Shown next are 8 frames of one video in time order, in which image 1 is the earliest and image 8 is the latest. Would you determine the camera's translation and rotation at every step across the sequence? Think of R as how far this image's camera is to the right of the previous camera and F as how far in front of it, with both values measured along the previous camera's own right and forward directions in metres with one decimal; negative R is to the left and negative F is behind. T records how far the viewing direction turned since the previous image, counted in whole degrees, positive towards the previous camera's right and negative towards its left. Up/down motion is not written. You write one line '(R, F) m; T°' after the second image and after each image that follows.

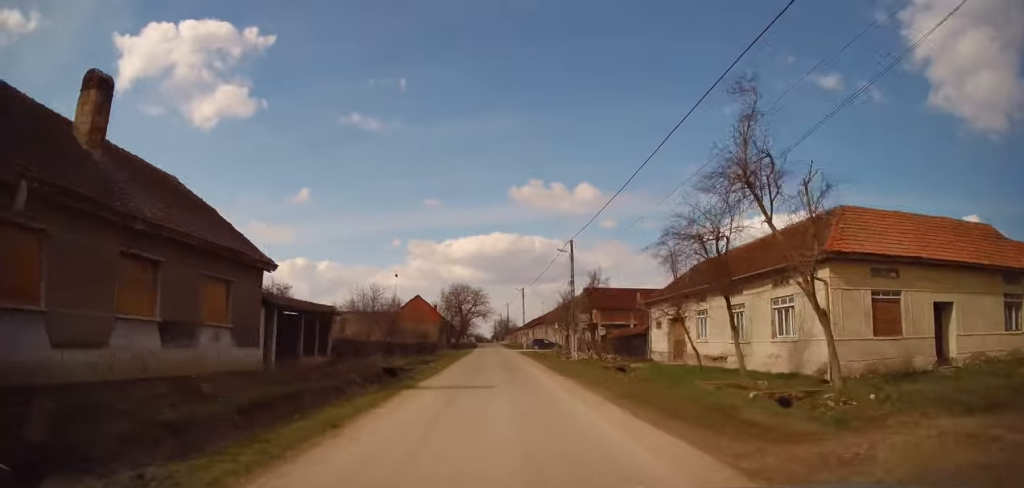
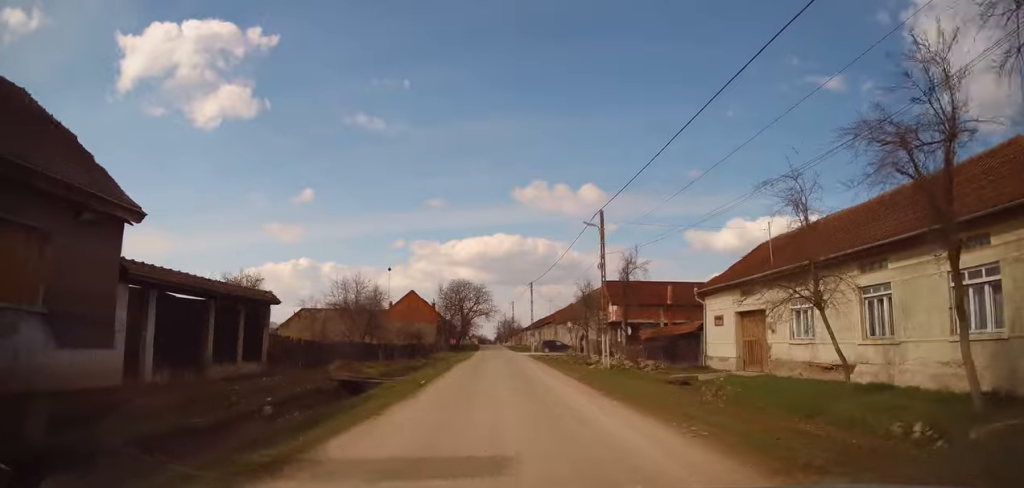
(+0.3, +9.0) m; 0°
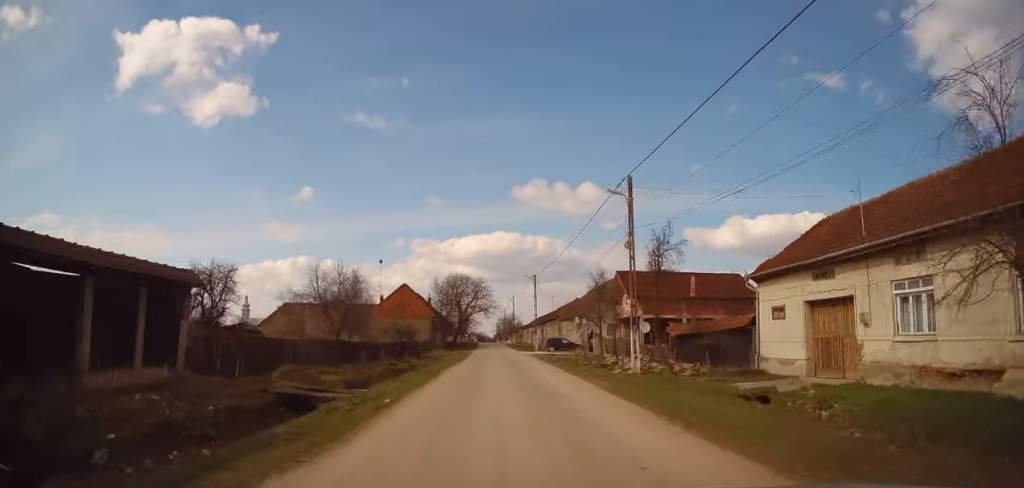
(-0.3, +5.9) m; -1°
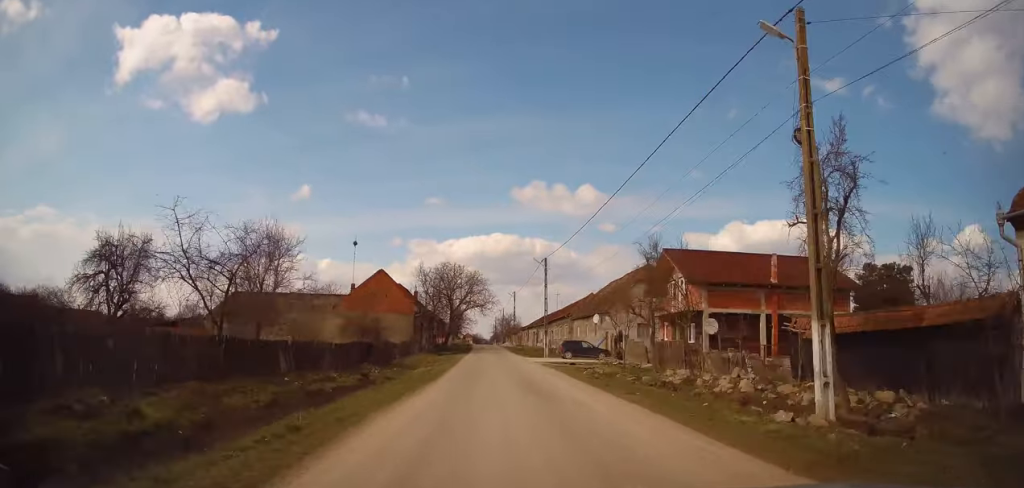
(-0.1, +13.4) m; 0°
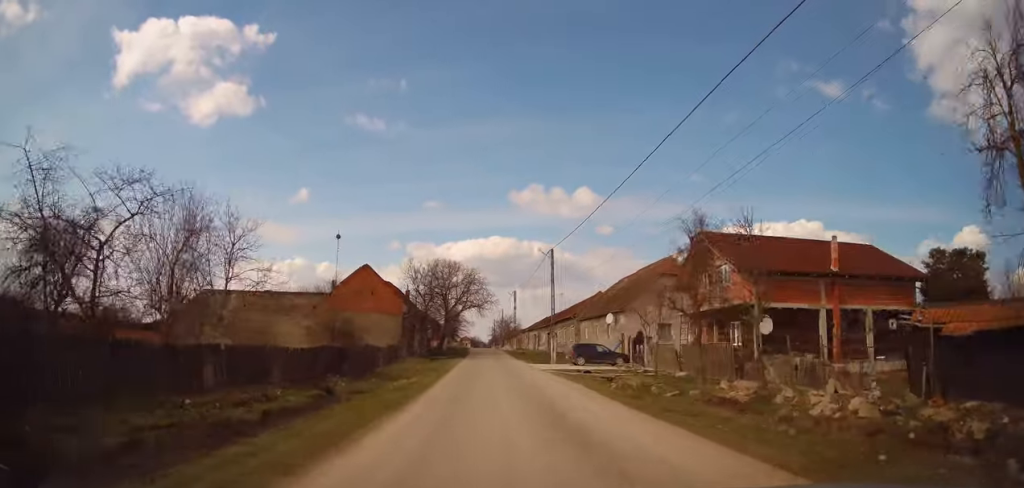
(0.0, +6.2) m; 0°
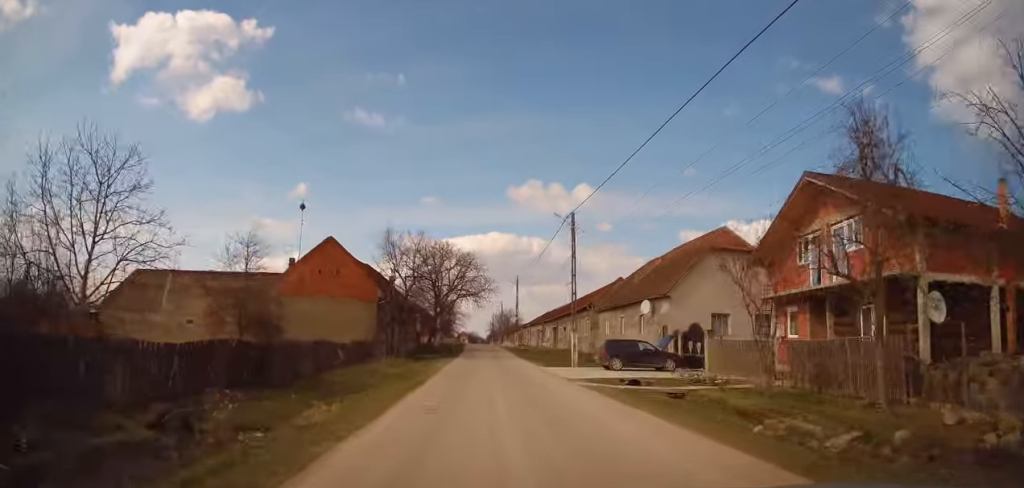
(0.0, +10.3) m; 0°
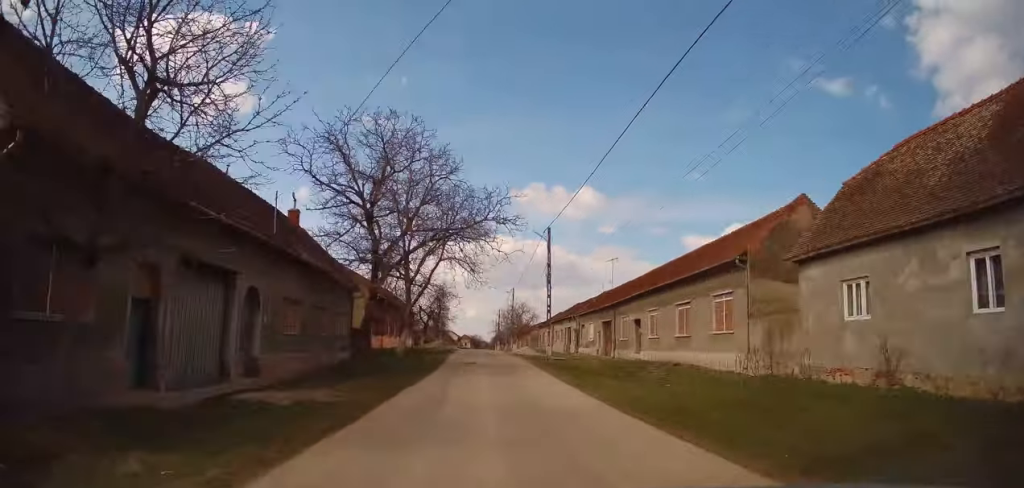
(-0.7, +30.5) m; -1°
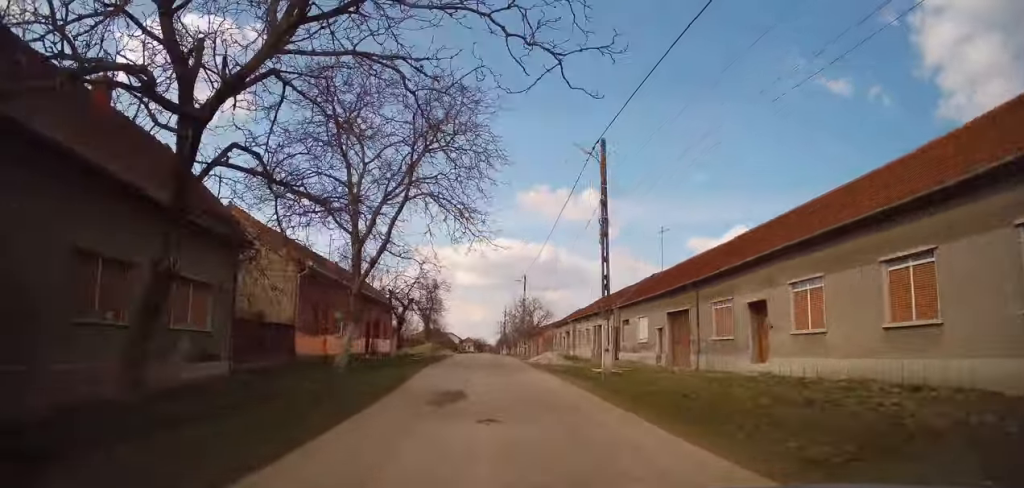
(+0.4, +15.6) m; +1°
